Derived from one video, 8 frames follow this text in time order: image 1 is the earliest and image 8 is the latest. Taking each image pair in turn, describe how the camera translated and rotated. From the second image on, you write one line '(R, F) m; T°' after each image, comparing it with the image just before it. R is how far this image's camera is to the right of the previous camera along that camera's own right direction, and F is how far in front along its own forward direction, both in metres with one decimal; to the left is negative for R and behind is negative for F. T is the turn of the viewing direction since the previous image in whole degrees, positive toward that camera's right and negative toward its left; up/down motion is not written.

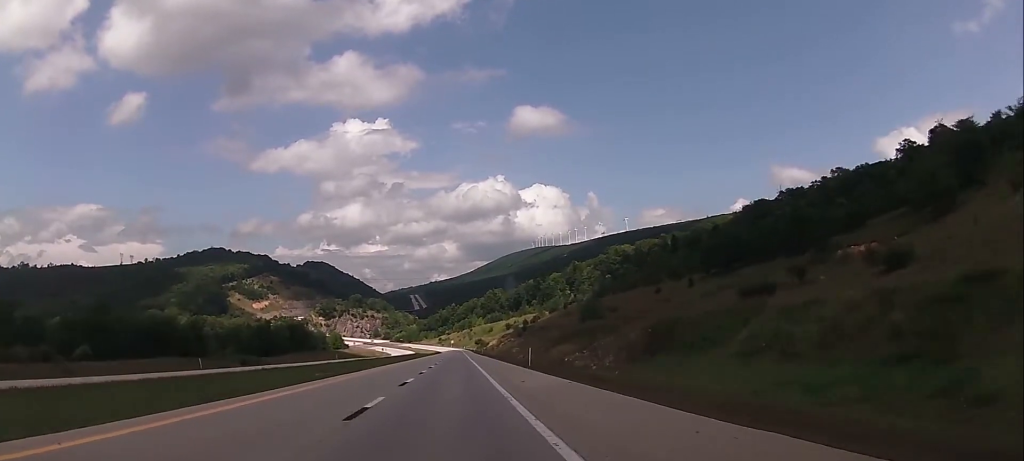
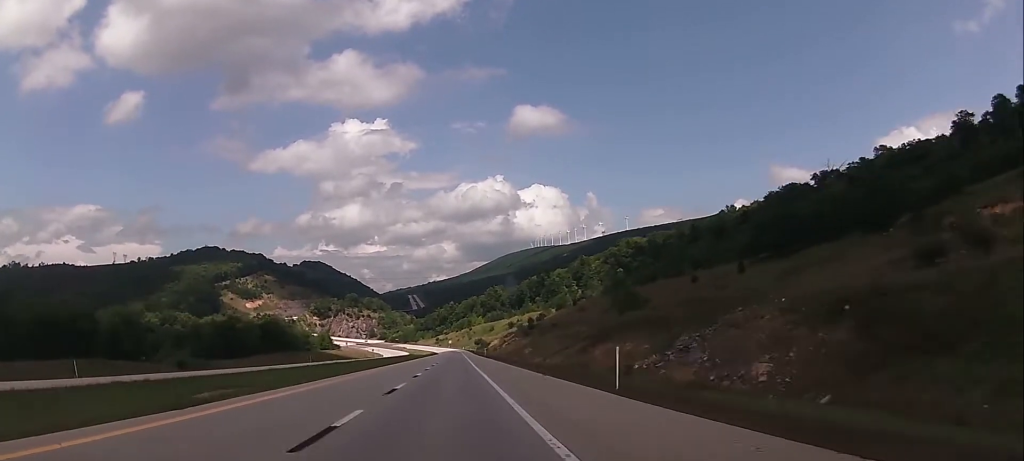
(+0.1, +28.6) m; 0°
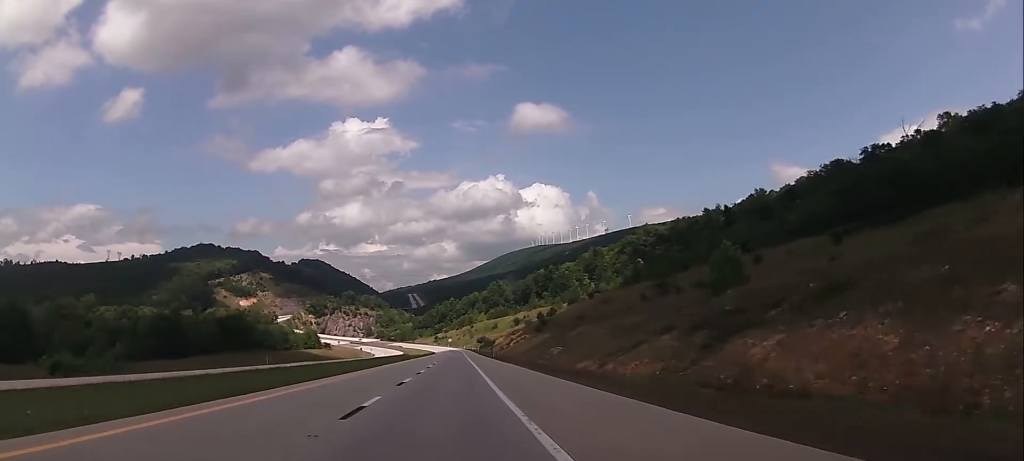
(+0.1, +33.0) m; 0°
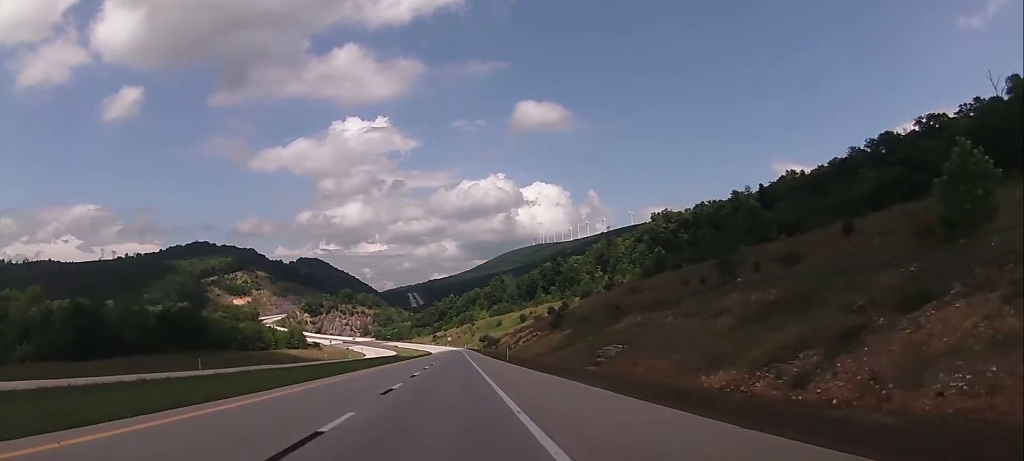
(0.0, +29.6) m; 0°
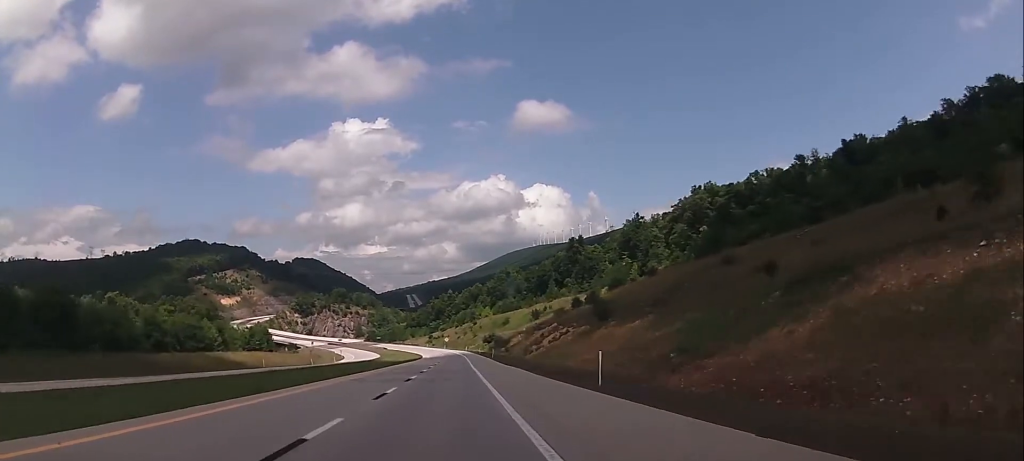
(0.0, +50.5) m; +1°
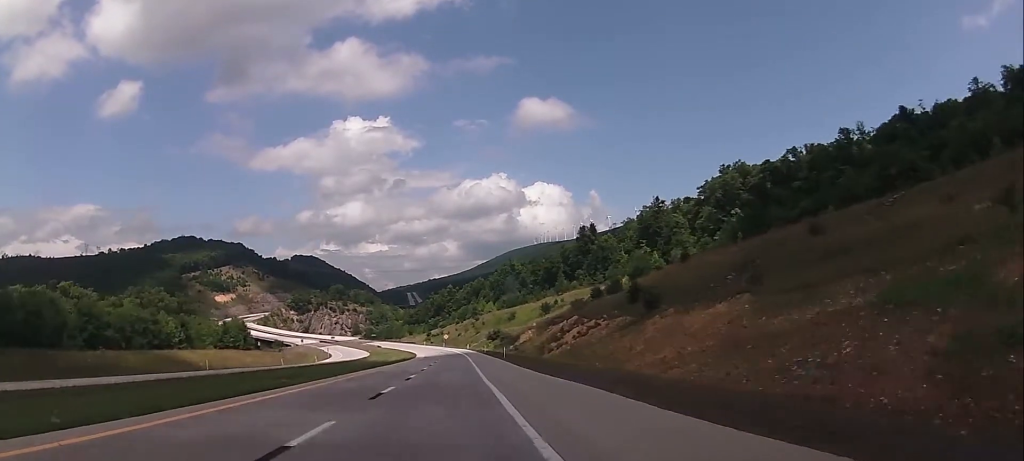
(+0.3, +25.5) m; 0°
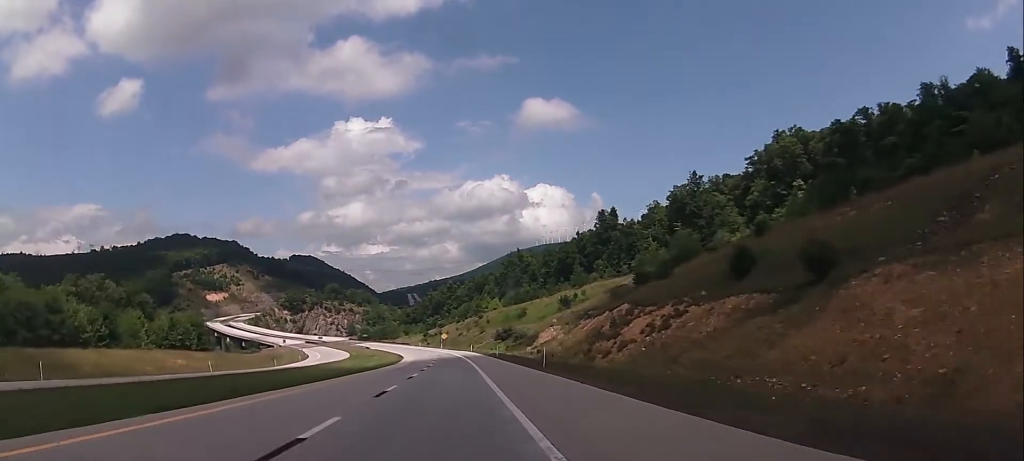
(-0.2, +36.7) m; -1°
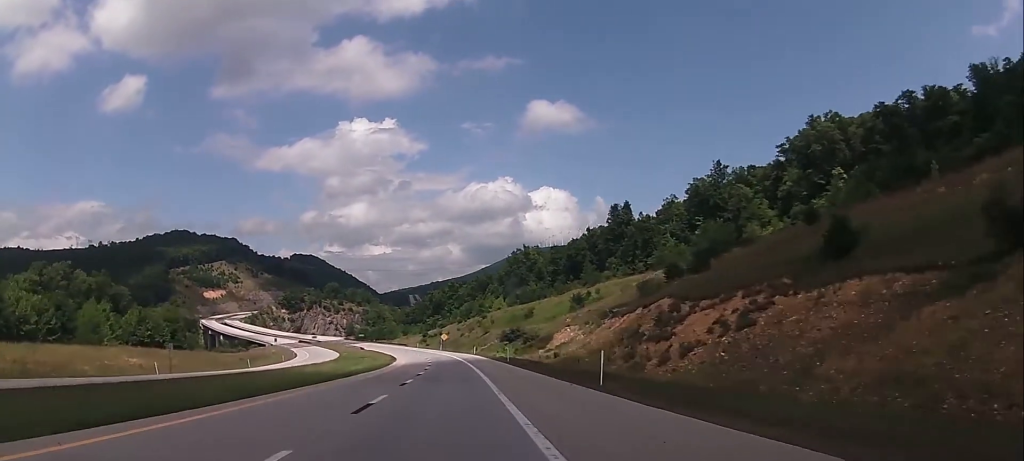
(-0.1, +16.8) m; 0°
